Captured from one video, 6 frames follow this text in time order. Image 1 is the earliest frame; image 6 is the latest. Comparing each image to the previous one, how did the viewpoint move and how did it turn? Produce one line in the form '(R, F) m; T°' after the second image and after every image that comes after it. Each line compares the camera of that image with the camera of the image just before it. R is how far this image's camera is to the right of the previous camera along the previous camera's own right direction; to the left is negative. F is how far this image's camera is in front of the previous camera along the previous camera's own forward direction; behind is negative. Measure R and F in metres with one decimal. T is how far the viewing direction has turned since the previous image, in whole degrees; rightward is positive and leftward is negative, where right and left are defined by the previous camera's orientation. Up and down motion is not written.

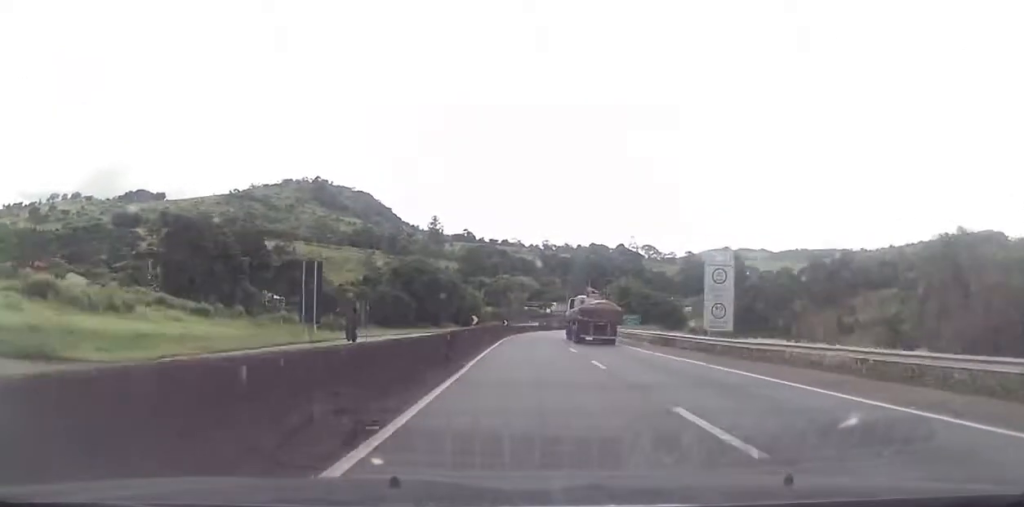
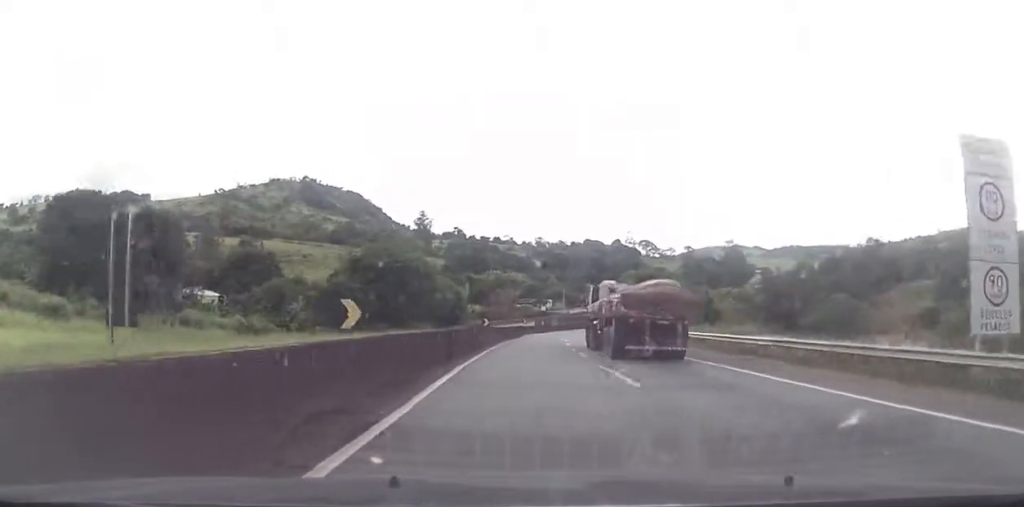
(+0.2, +29.4) m; 0°
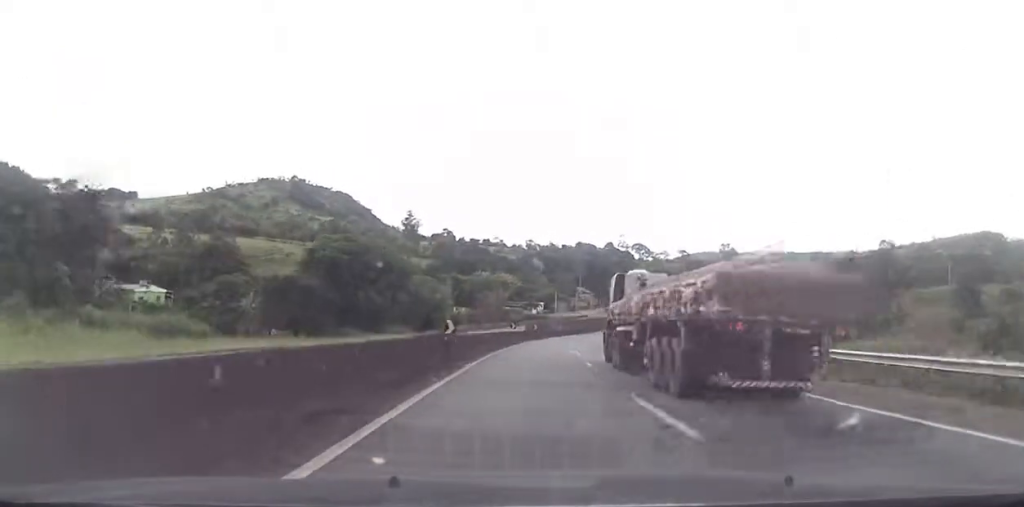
(0.0, +16.4) m; 0°
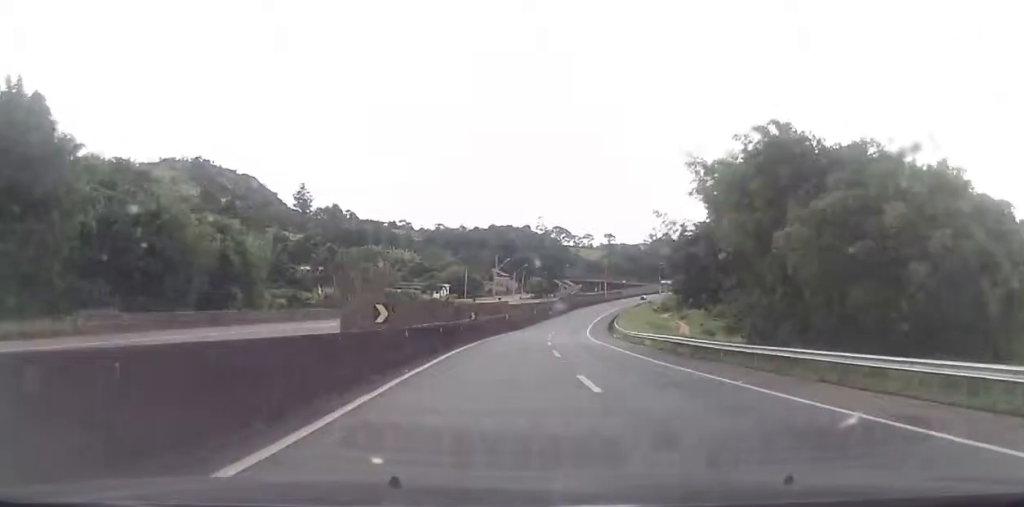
(+0.4, +64.8) m; +3°
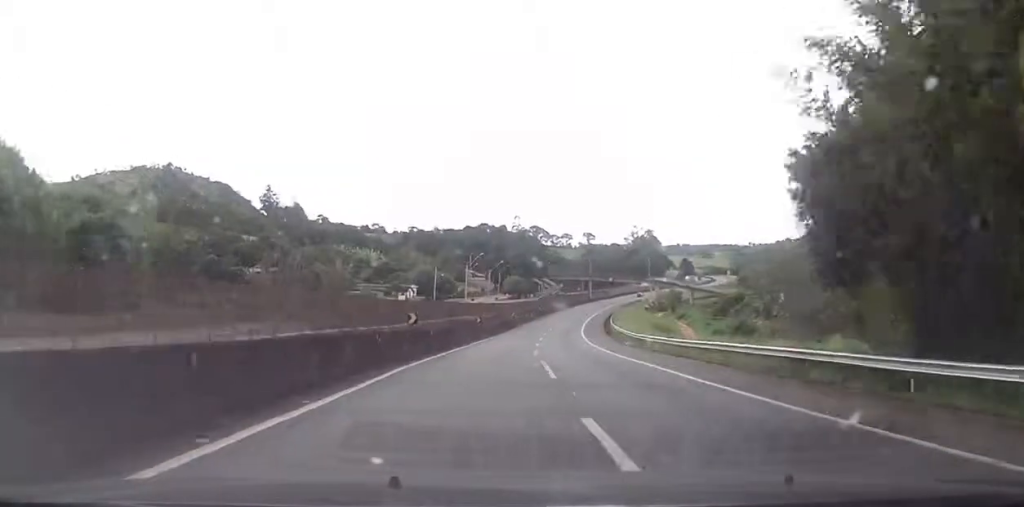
(+0.2, +19.5) m; +2°
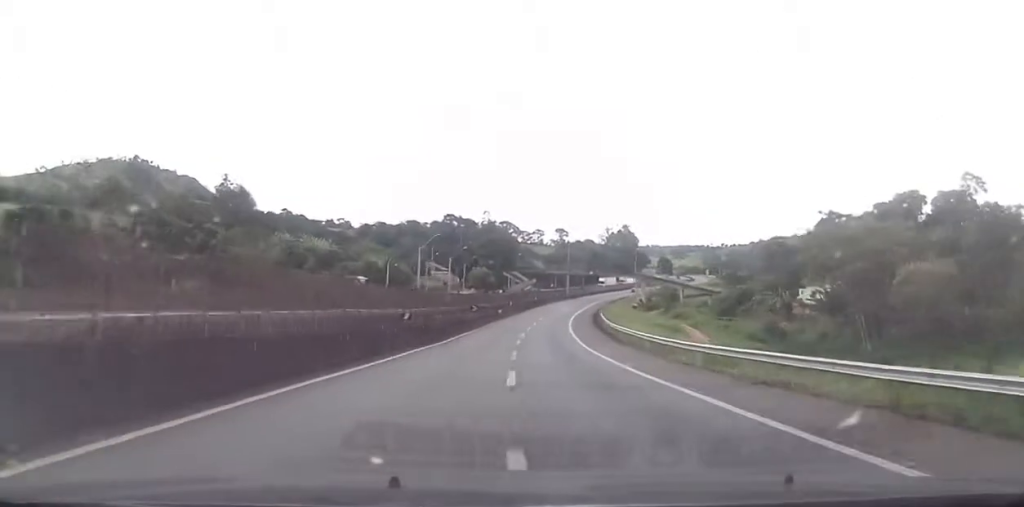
(+0.9, +24.1) m; +3°
